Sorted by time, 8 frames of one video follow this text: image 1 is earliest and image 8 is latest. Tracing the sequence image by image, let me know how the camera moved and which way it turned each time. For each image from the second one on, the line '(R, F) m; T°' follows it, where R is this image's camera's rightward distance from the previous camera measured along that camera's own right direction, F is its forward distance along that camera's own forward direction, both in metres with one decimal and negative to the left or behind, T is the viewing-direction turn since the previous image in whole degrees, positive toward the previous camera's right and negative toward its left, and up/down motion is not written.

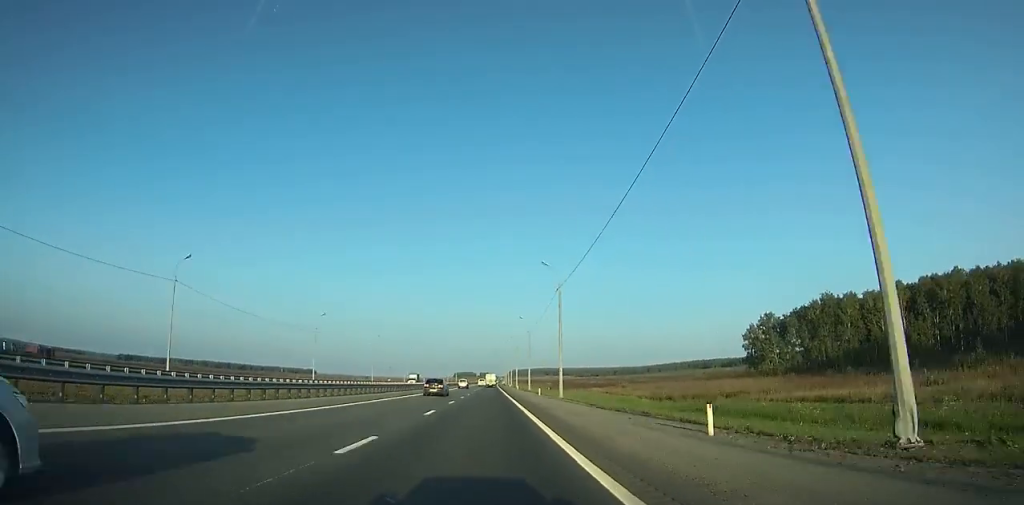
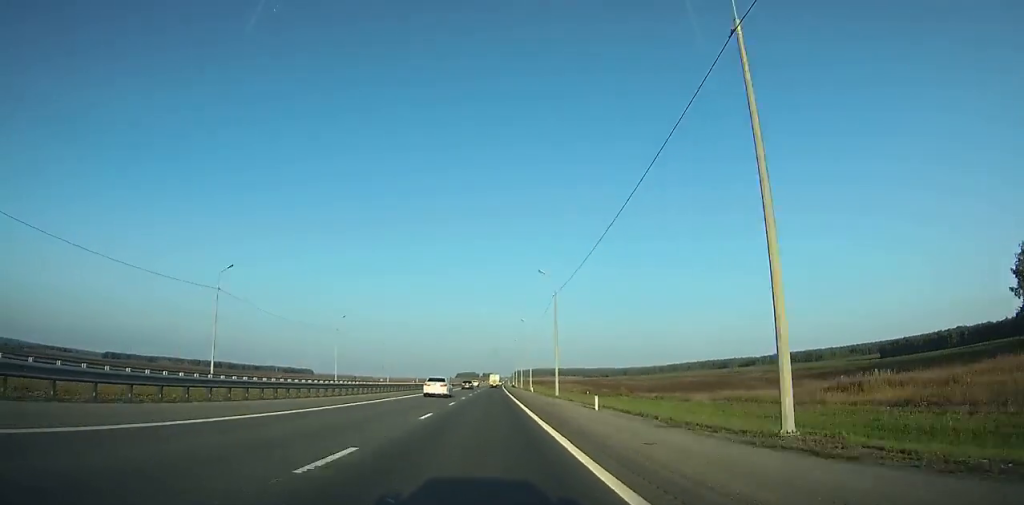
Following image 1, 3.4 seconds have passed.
(-0.2, +85.4) m; -1°
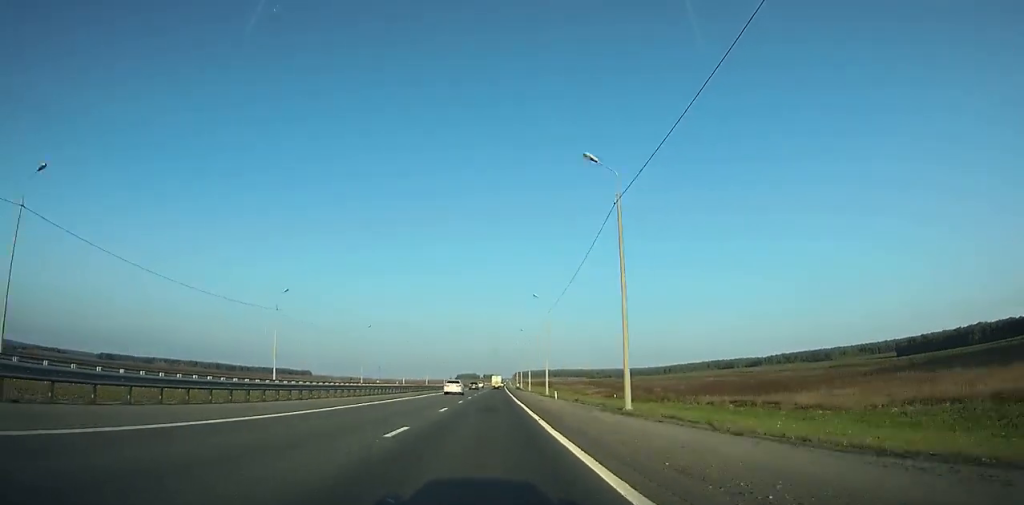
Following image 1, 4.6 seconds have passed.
(0.0, +29.9) m; 0°
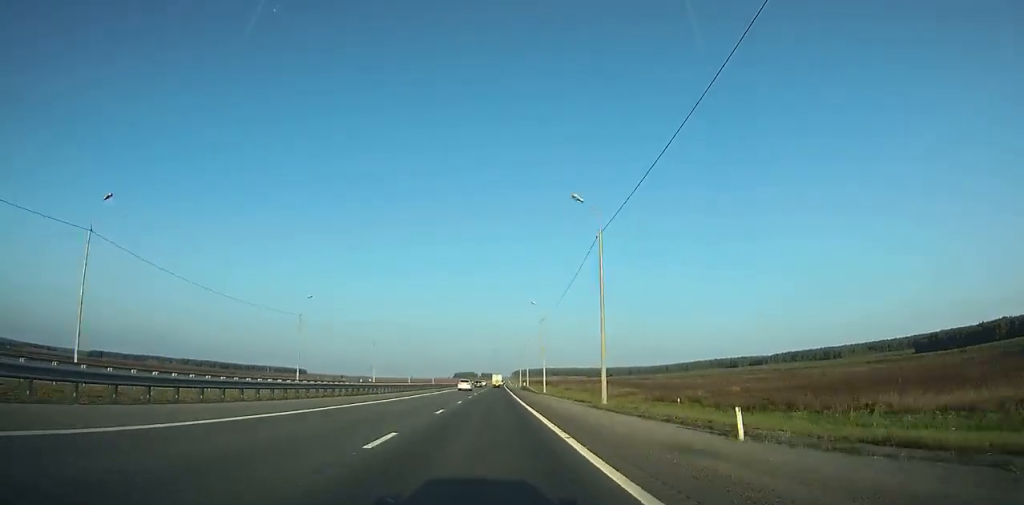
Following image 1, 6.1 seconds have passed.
(-0.3, +37.2) m; 0°
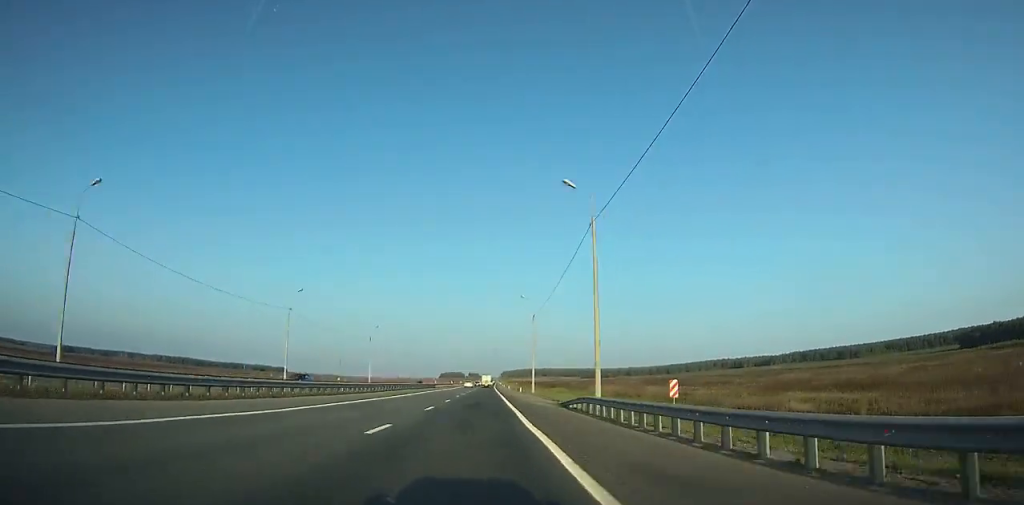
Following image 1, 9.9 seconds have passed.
(+1.0, +93.3) m; +1°
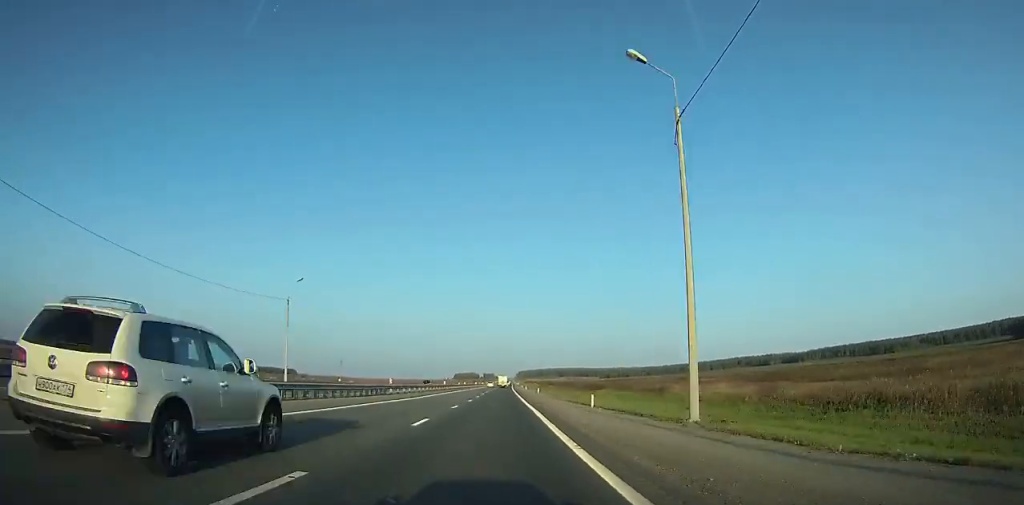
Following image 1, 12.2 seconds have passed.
(0.0, +56.0) m; 0°
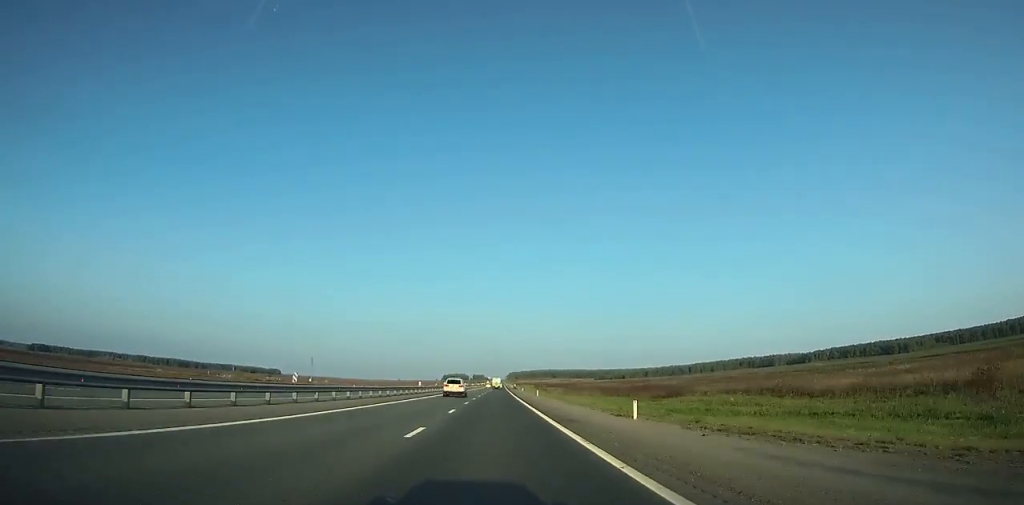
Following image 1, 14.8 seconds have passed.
(-0.2, +63.5) m; 0°
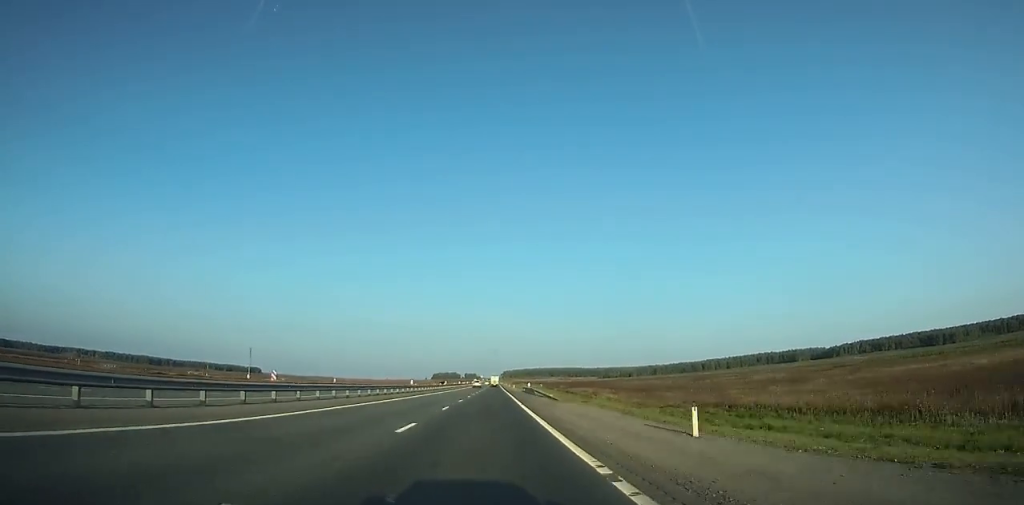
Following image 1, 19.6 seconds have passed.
(0.0, +119.3) m; 0°
